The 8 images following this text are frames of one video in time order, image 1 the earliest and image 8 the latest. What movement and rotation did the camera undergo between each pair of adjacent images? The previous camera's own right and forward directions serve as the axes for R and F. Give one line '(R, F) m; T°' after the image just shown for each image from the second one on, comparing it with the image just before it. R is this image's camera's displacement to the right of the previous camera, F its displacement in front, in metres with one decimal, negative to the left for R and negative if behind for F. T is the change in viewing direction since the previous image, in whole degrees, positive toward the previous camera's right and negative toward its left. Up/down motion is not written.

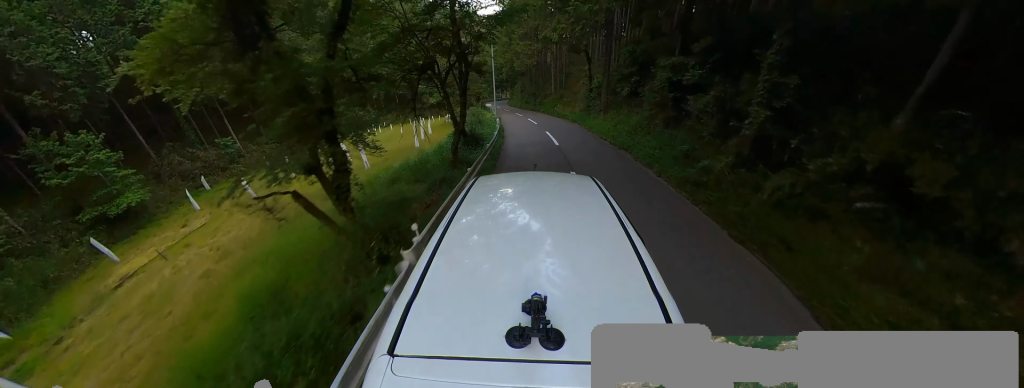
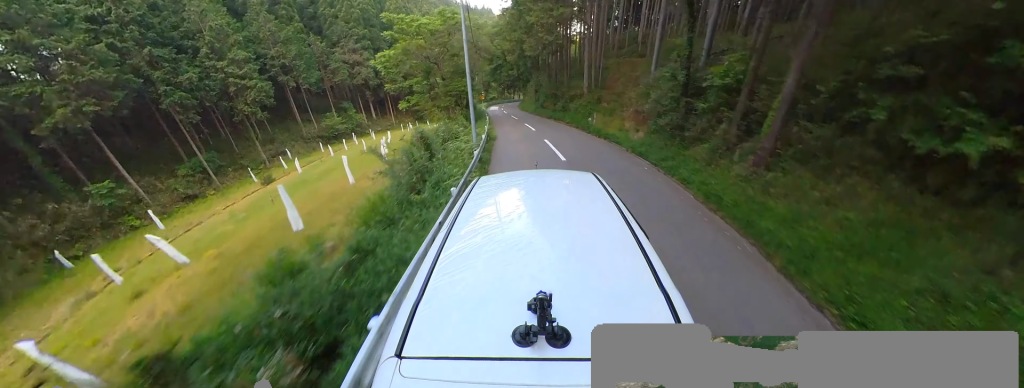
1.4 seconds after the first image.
(0.0, +14.5) m; -6°
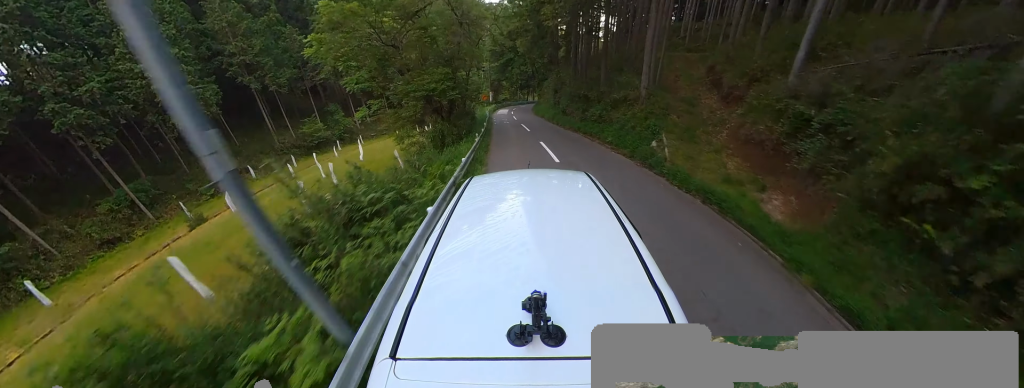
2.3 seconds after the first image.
(-0.8, +9.6) m; -8°
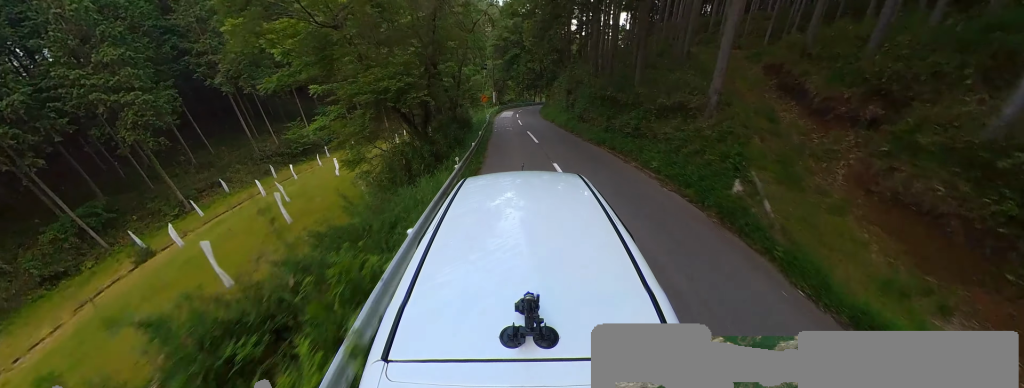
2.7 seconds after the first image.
(-0.3, +5.0) m; -4°
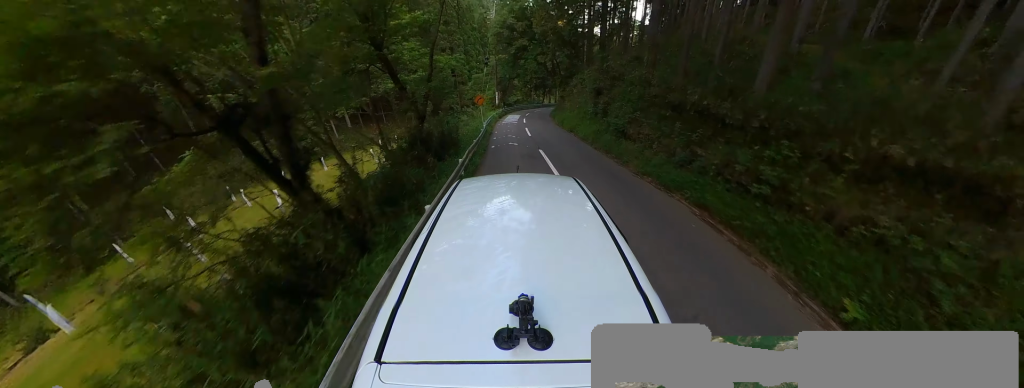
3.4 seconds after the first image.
(0.0, +7.1) m; 0°
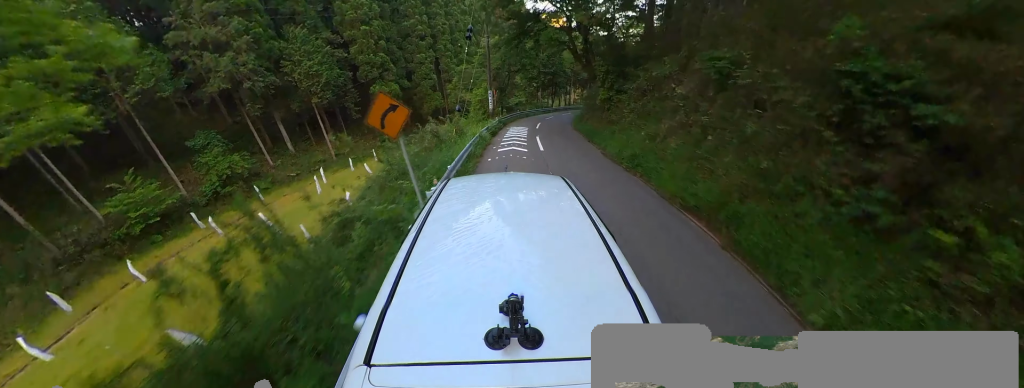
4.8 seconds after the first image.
(0.0, +14.7) m; 0°
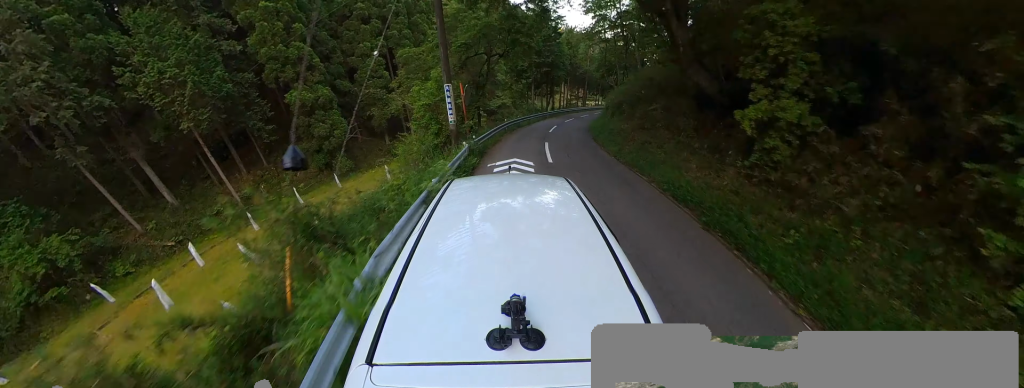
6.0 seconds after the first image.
(0.0, +12.4) m; +3°
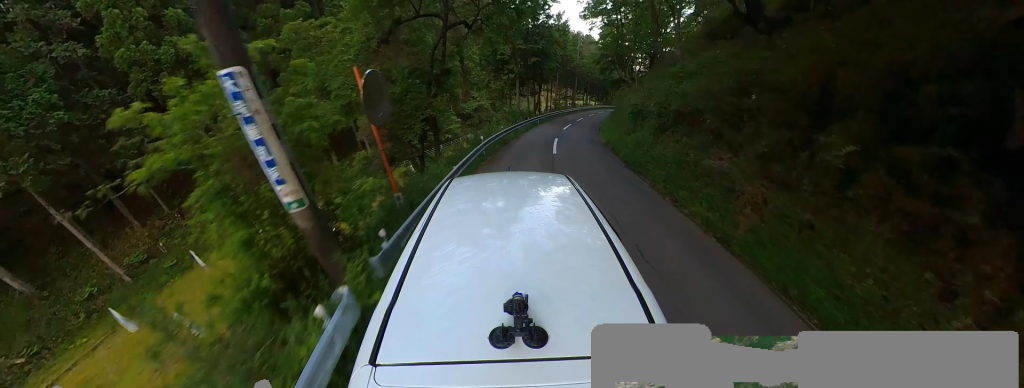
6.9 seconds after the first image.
(+0.1, +8.1) m; +7°
